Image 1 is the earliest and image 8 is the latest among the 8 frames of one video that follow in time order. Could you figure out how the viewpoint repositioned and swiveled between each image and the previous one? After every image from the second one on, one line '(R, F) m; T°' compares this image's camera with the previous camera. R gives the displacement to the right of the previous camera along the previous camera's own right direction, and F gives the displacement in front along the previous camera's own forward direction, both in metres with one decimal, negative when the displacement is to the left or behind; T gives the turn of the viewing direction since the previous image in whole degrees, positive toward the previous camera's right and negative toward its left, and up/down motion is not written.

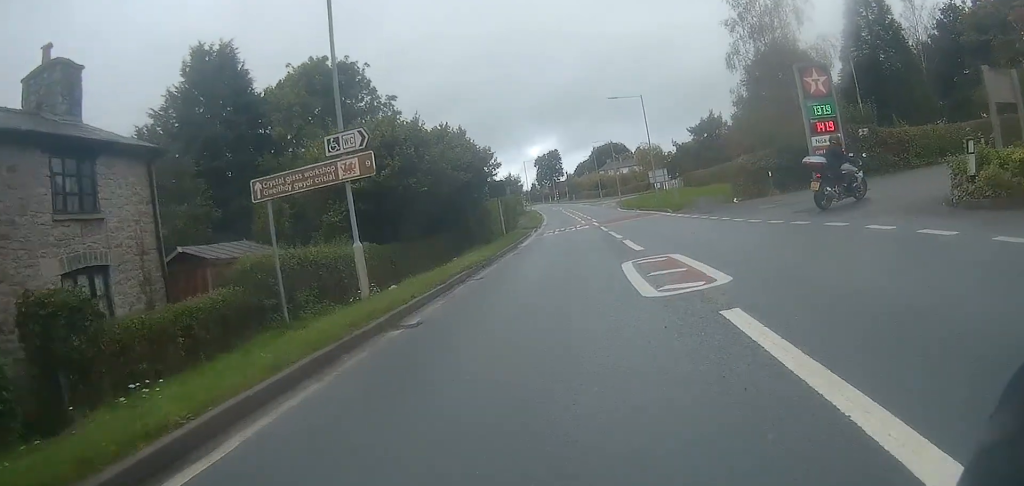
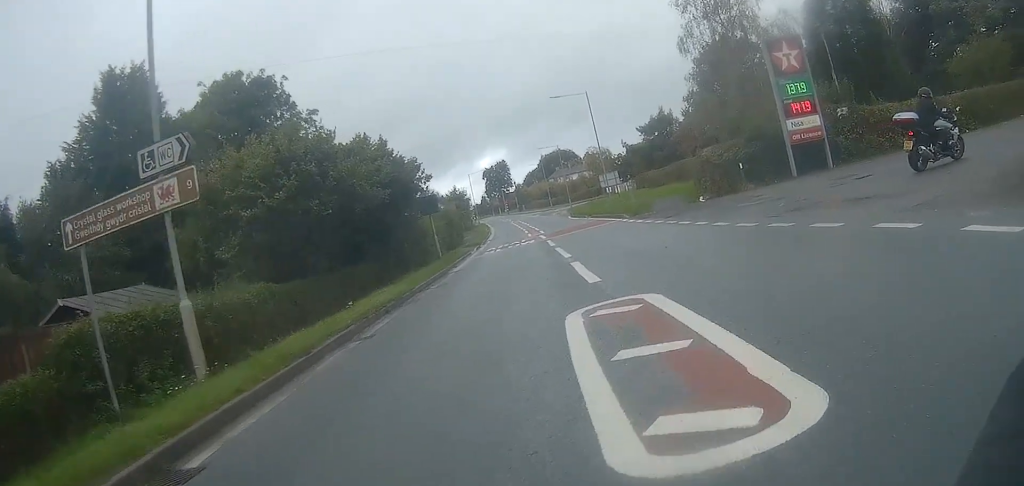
(+0.1, +3.7) m; +6°
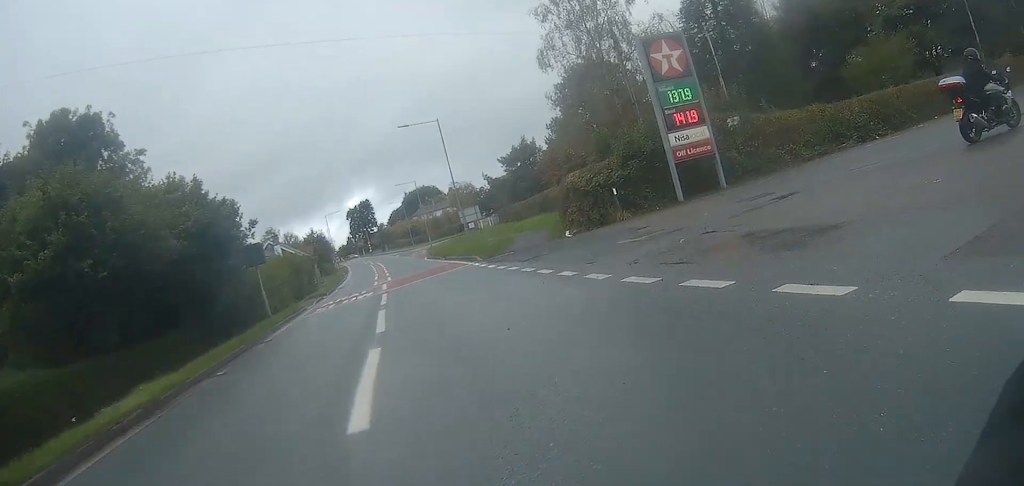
(+0.3, +3.9) m; +13°
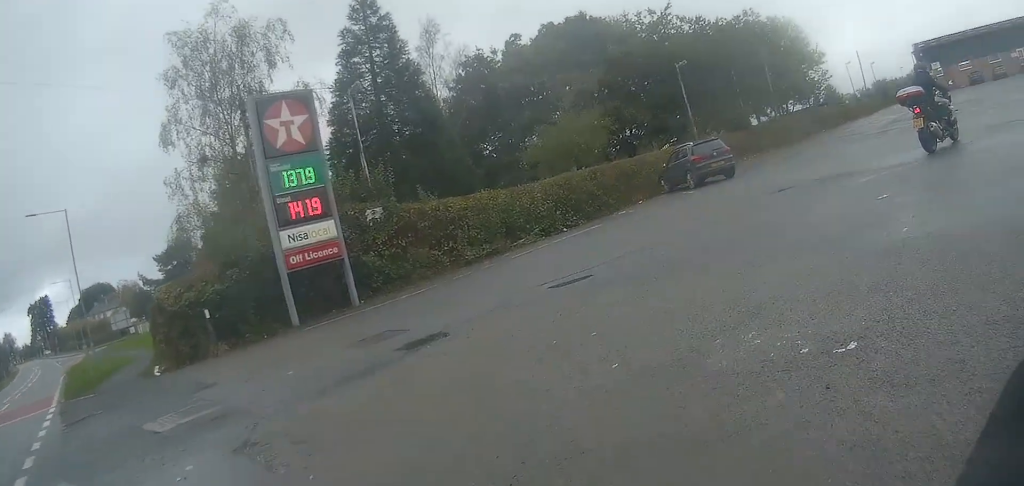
(+1.2, +5.1) m; +28°
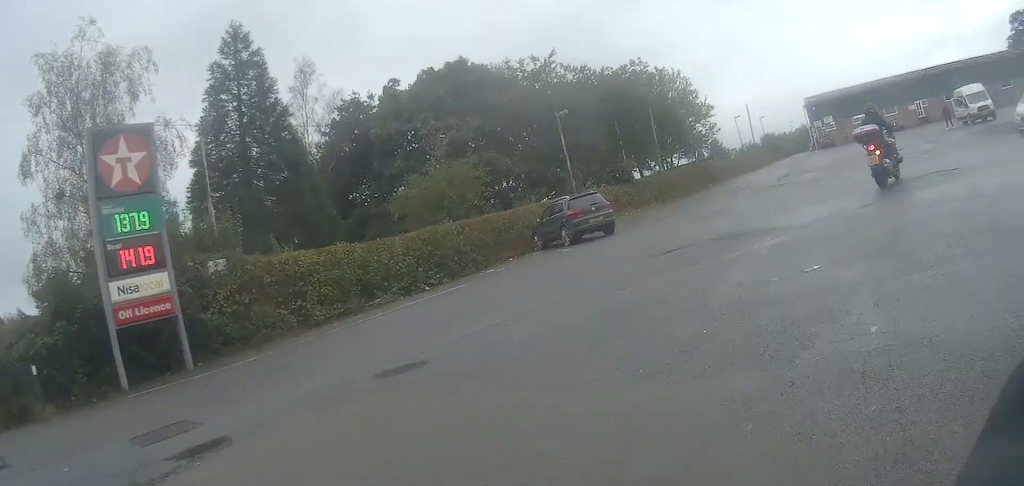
(+0.3, +1.8) m; +11°
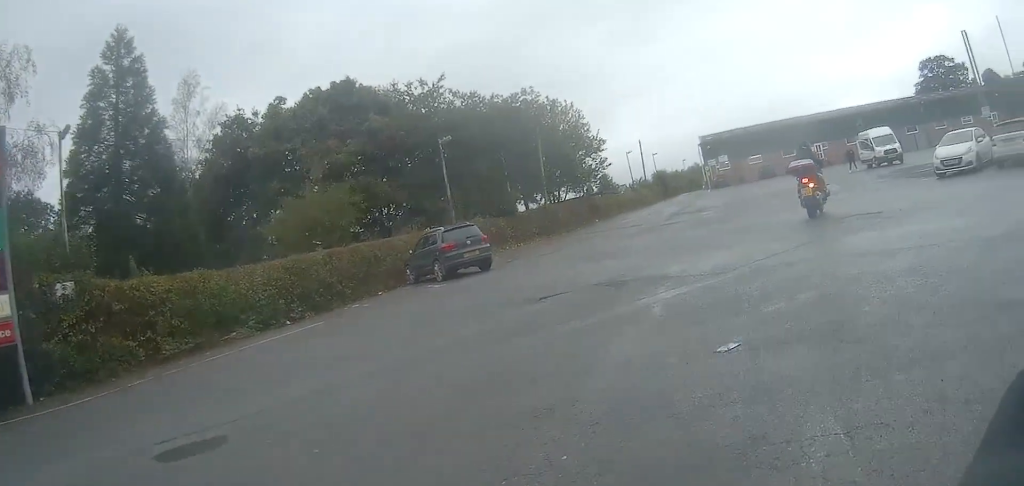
(+0.1, +1.8) m; +11°
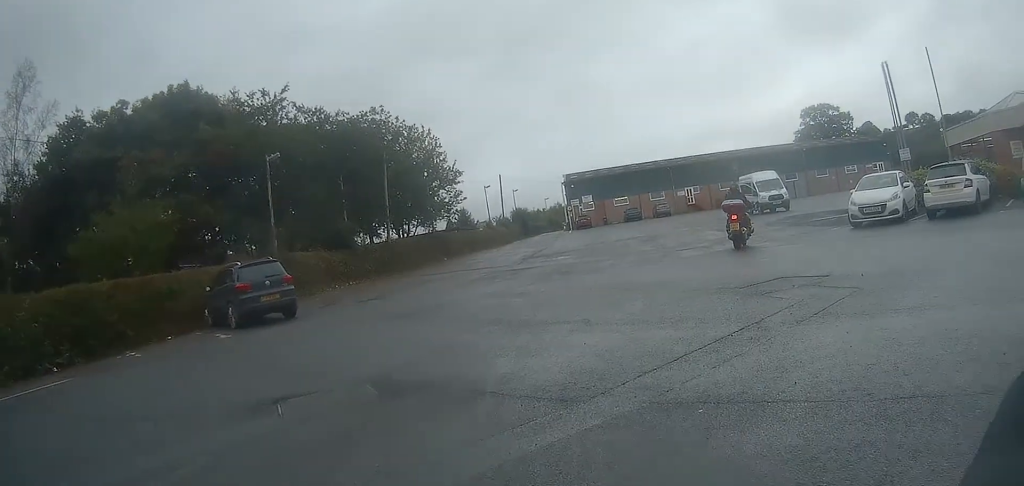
(+0.8, +4.2) m; +14°
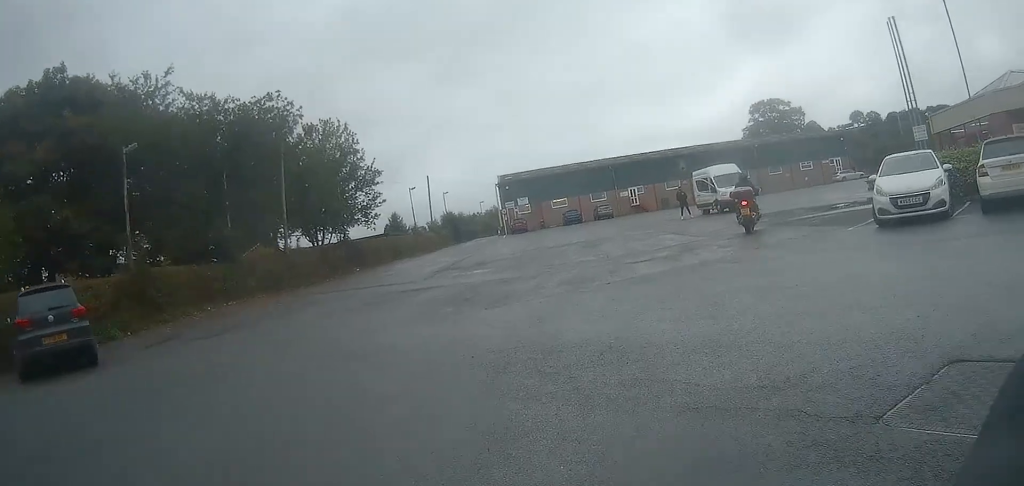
(+0.5, +5.7) m; +6°
